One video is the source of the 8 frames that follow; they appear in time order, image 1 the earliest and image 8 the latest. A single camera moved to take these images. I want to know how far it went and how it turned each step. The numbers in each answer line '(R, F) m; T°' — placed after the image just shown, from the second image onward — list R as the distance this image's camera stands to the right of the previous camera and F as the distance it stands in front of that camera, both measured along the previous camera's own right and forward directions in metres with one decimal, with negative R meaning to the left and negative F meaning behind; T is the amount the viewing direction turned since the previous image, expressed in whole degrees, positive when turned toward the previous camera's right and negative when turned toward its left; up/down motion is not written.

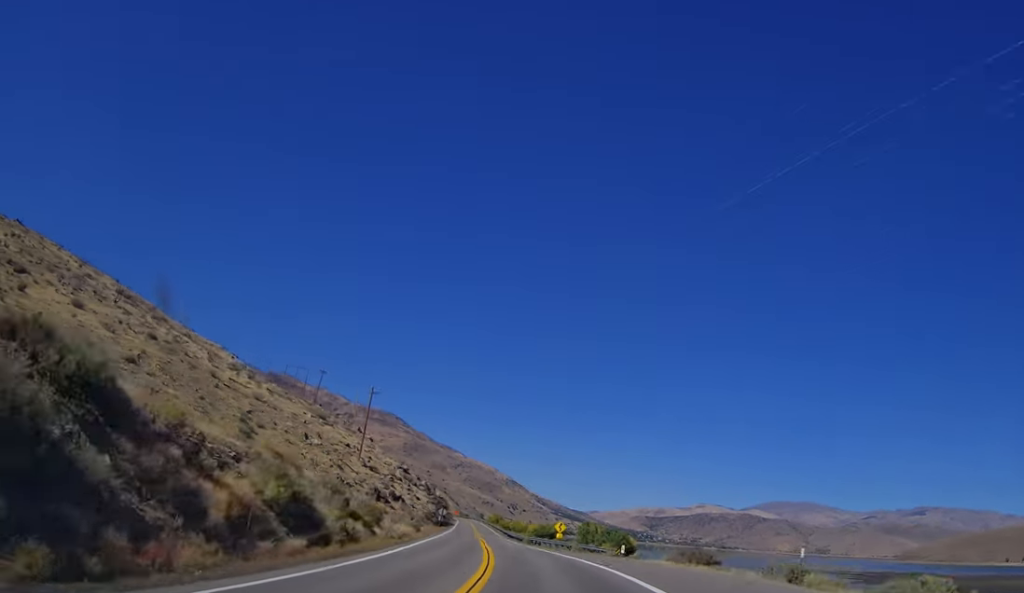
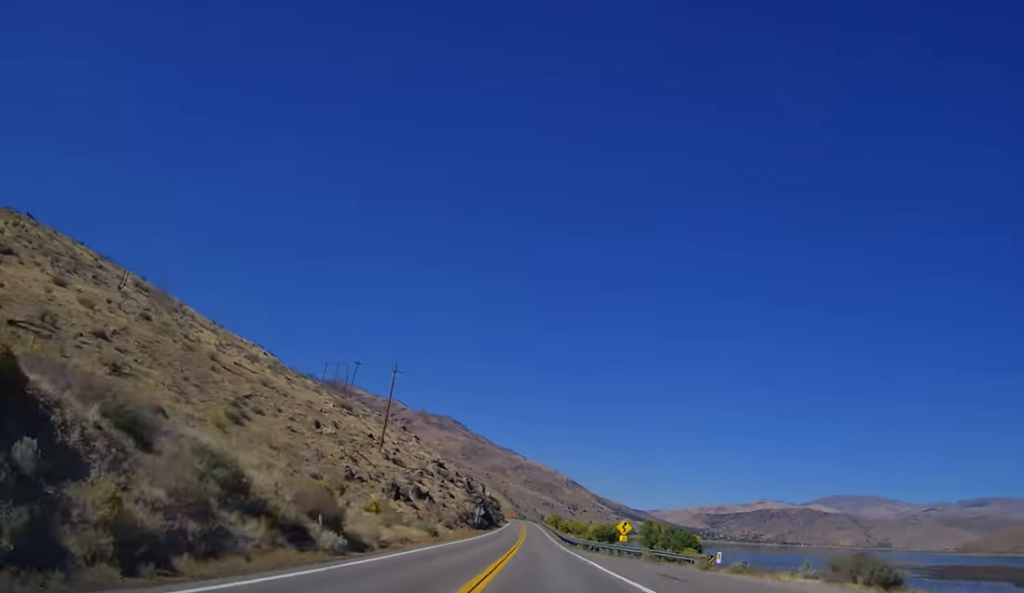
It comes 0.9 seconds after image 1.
(-1.4, +16.4) m; -4°
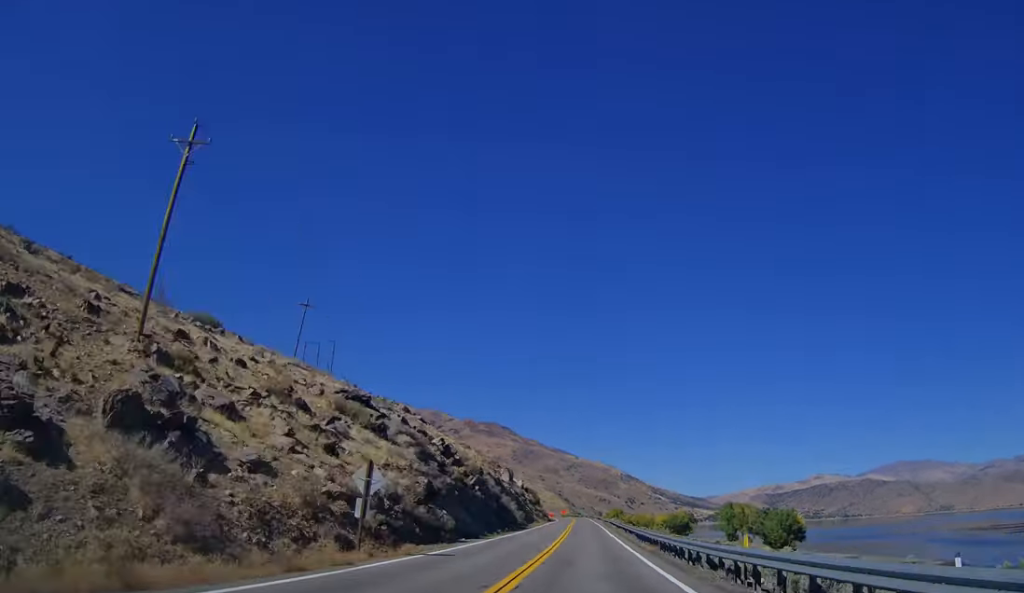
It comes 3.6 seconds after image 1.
(-5.7, +53.7) m; -9°
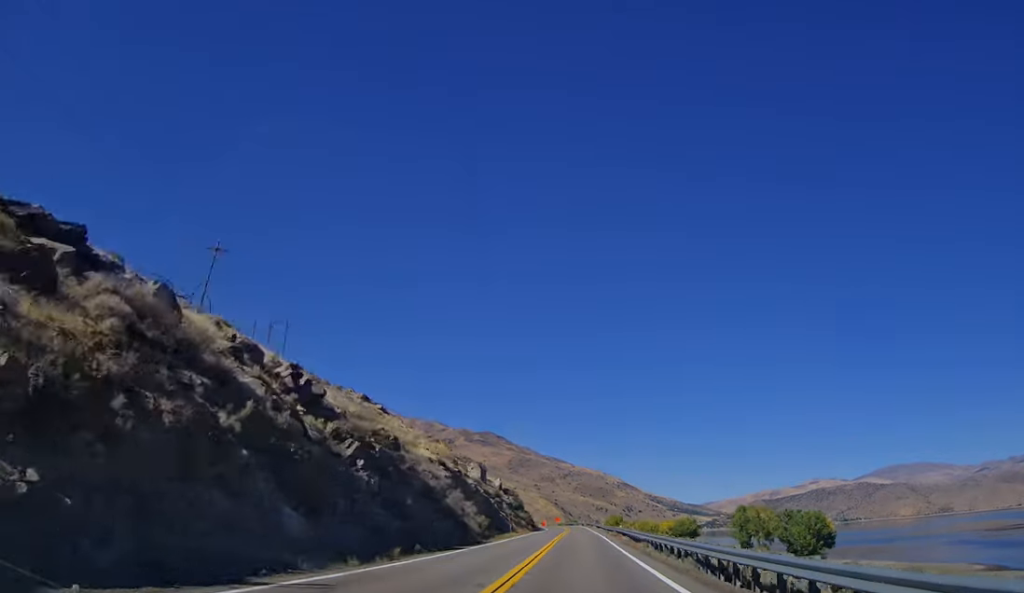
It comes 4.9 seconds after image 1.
(-0.2, +29.0) m; 0°
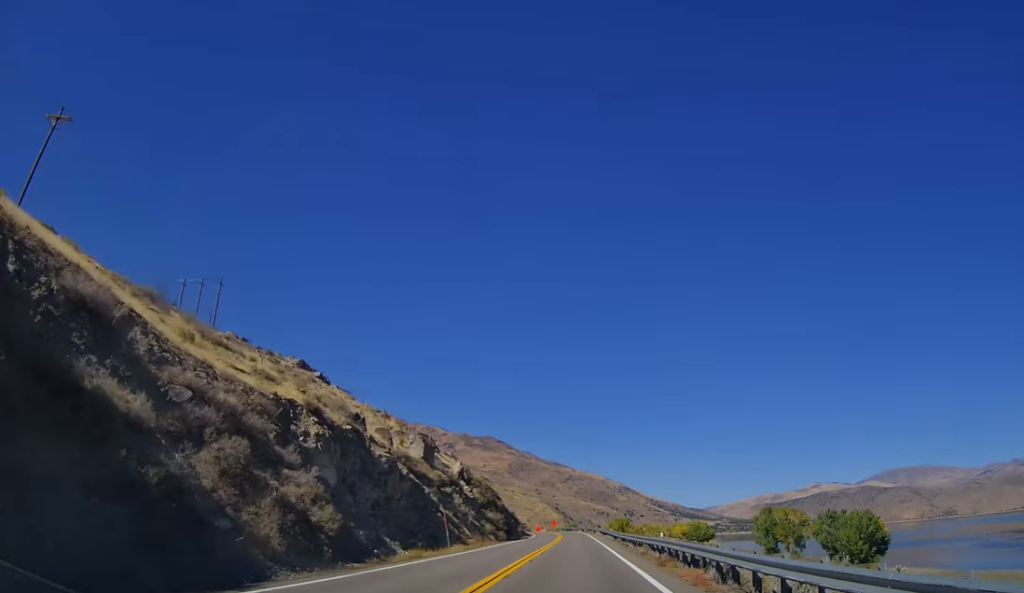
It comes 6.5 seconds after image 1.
(0.0, +35.4) m; 0°
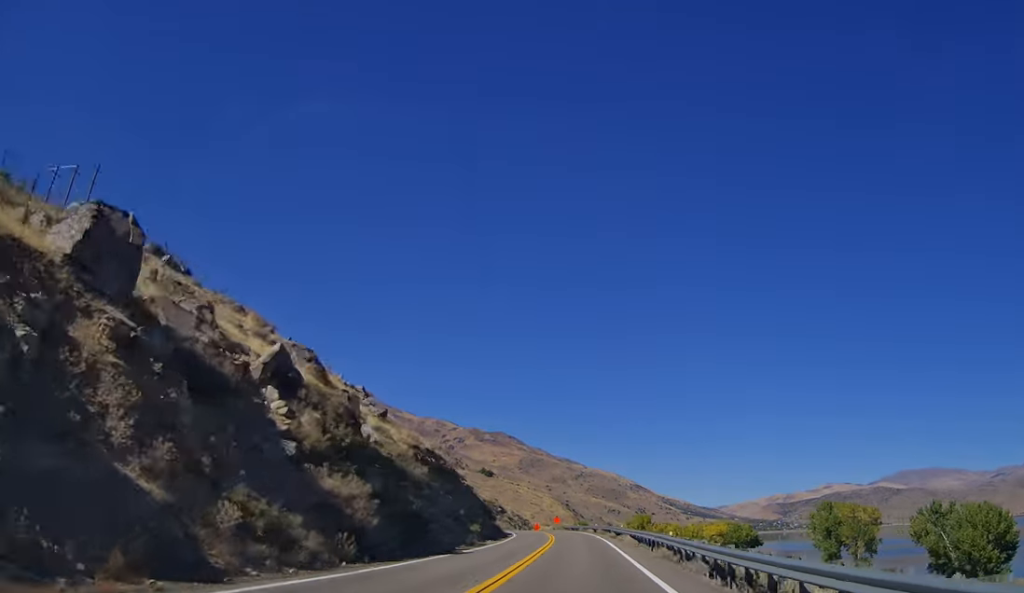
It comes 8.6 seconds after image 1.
(-0.3, +54.6) m; -1°
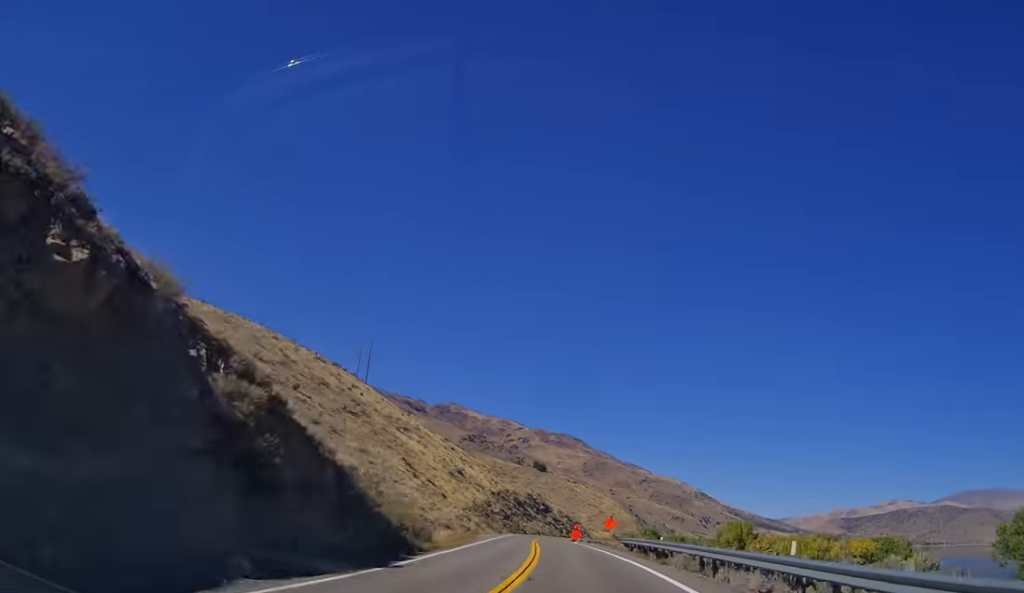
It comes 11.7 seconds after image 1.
(-2.7, +90.2) m; -3°
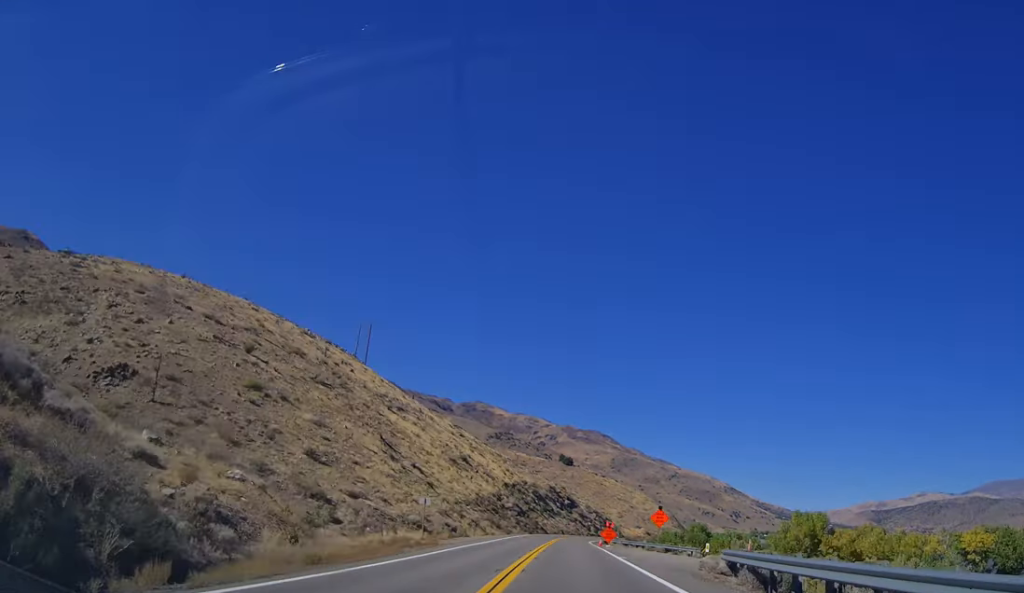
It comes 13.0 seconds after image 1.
(-0.2, +23.3) m; 0°
